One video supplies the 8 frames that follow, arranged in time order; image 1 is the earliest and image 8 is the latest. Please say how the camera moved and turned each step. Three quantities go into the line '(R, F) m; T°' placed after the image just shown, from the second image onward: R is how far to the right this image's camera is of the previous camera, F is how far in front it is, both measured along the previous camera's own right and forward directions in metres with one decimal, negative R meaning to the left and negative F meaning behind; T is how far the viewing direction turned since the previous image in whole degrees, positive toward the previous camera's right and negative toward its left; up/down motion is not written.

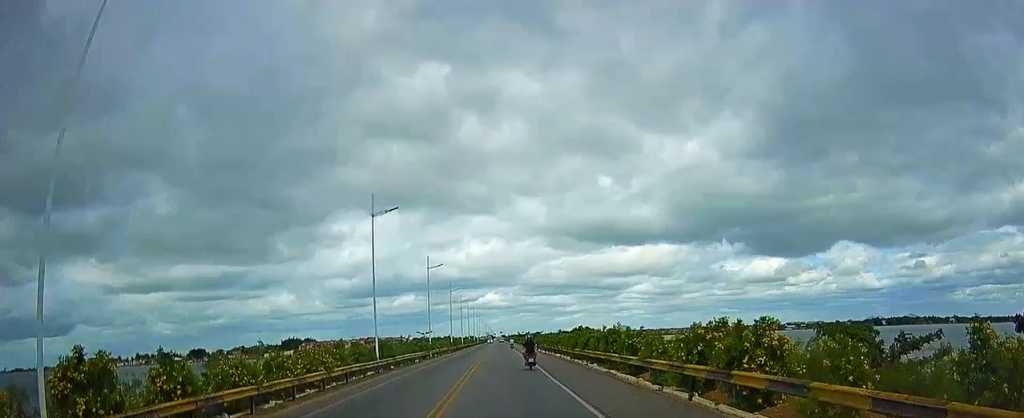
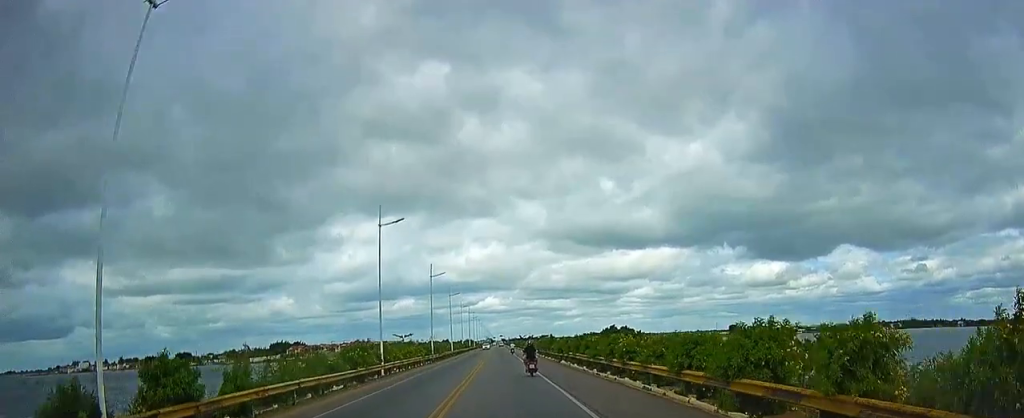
(-0.1, +27.7) m; +1°
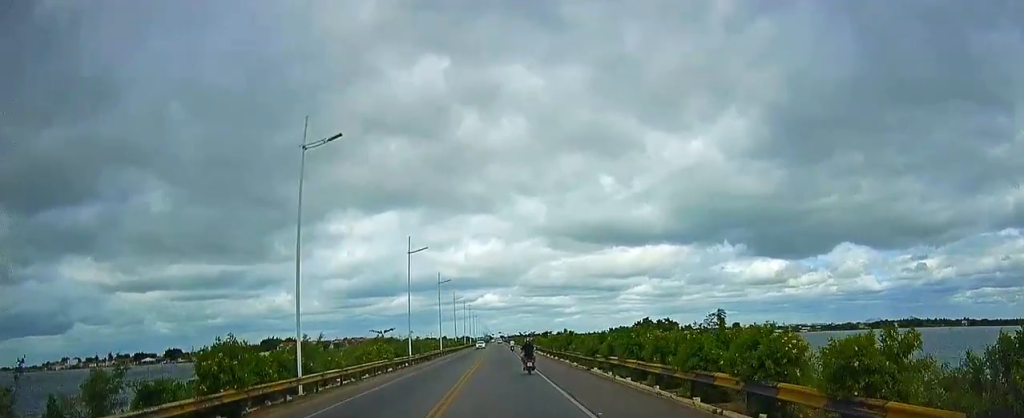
(+0.5, +16.6) m; 0°
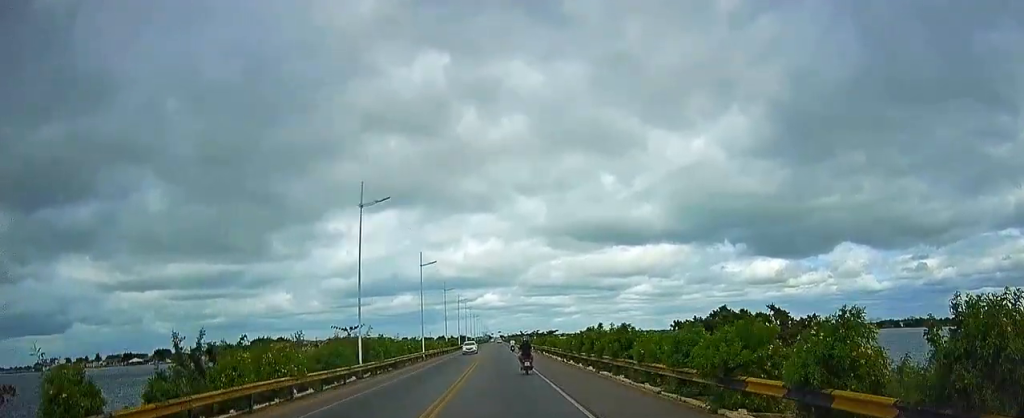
(-0.5, +19.1) m; -1°
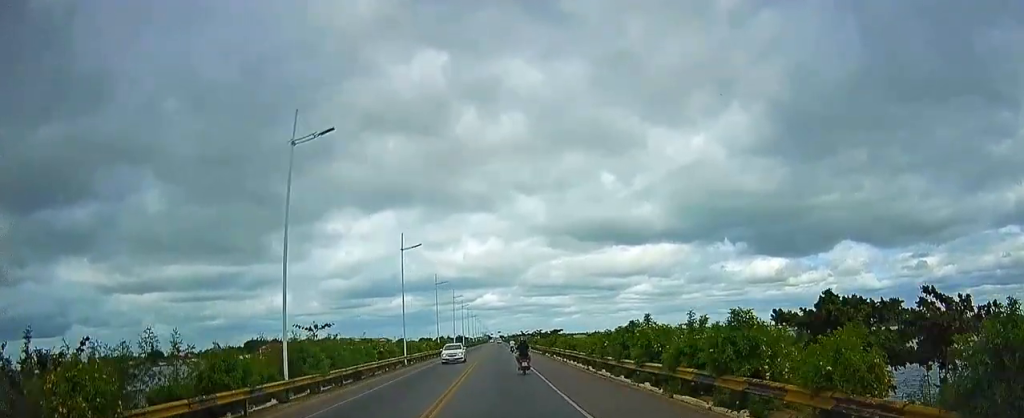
(+0.1, +12.3) m; 0°
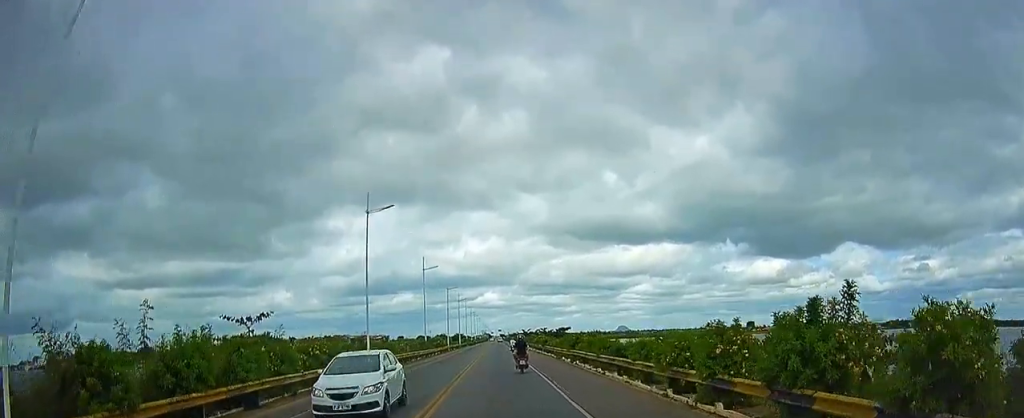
(0.0, +15.0) m; 0°
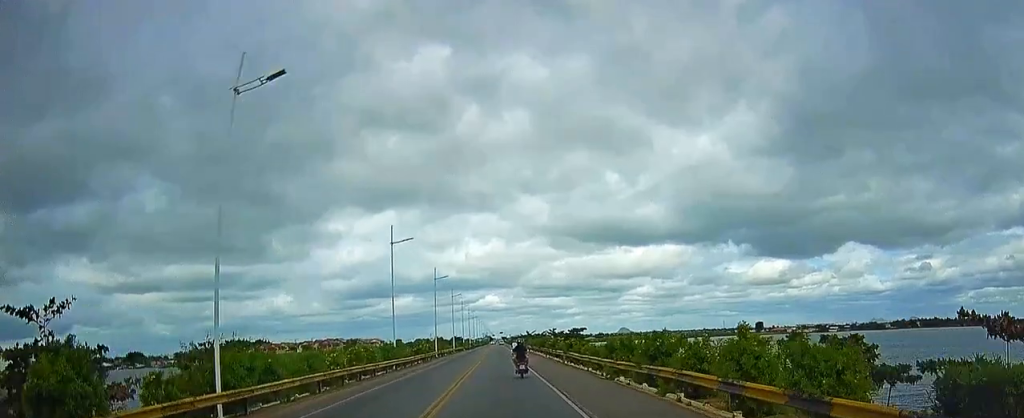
(-0.2, +21.1) m; 0°
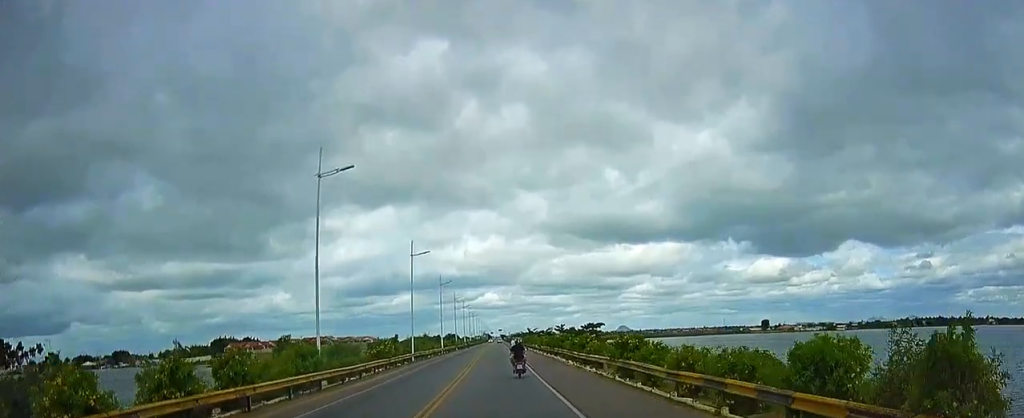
(+0.1, +19.7) m; 0°
